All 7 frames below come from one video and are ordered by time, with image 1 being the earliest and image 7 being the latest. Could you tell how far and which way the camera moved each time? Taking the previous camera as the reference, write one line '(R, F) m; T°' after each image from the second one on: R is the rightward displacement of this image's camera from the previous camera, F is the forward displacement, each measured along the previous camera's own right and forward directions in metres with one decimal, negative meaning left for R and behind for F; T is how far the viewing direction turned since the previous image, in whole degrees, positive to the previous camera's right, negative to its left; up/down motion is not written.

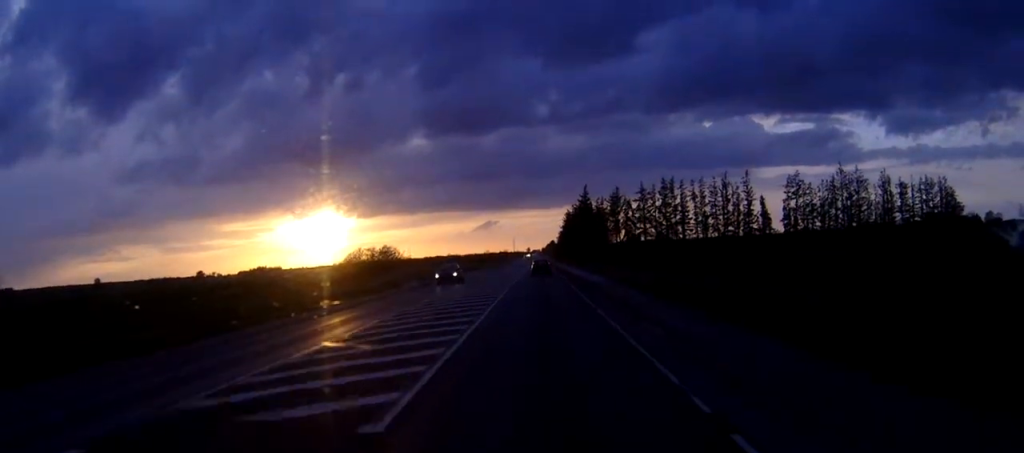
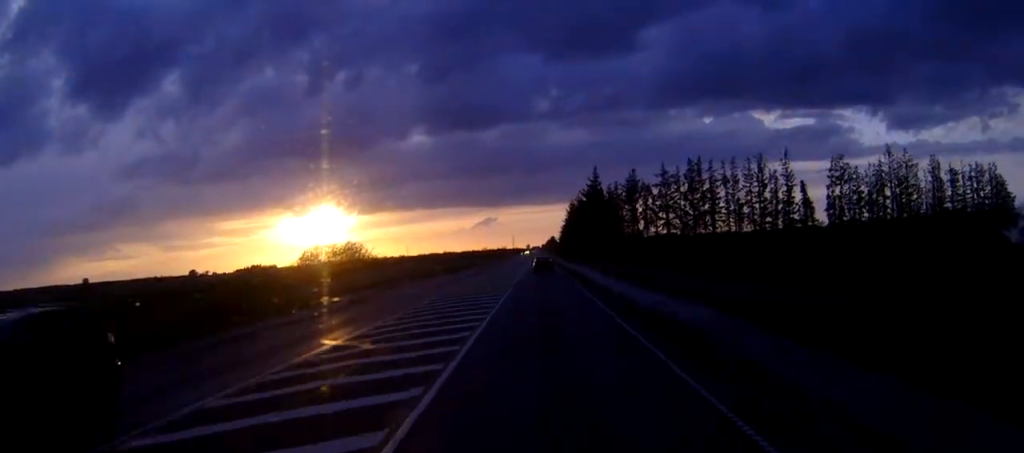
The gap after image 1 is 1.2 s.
(0.0, +25.5) m; 0°
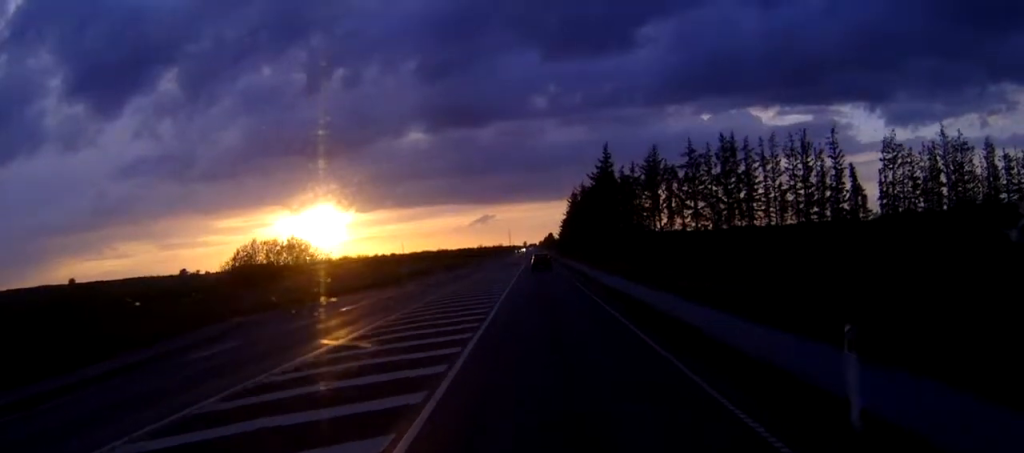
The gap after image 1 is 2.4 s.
(0.0, +23.5) m; 0°
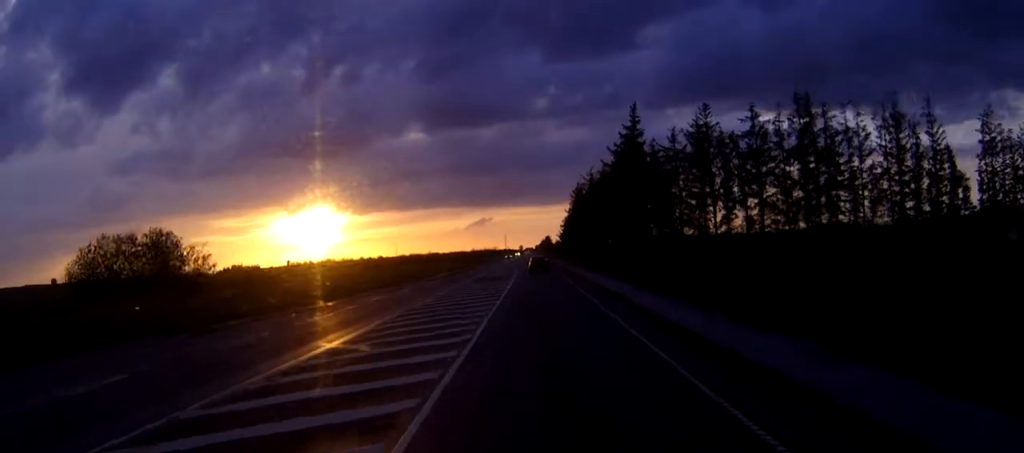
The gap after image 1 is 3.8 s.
(0.0, +30.6) m; 0°
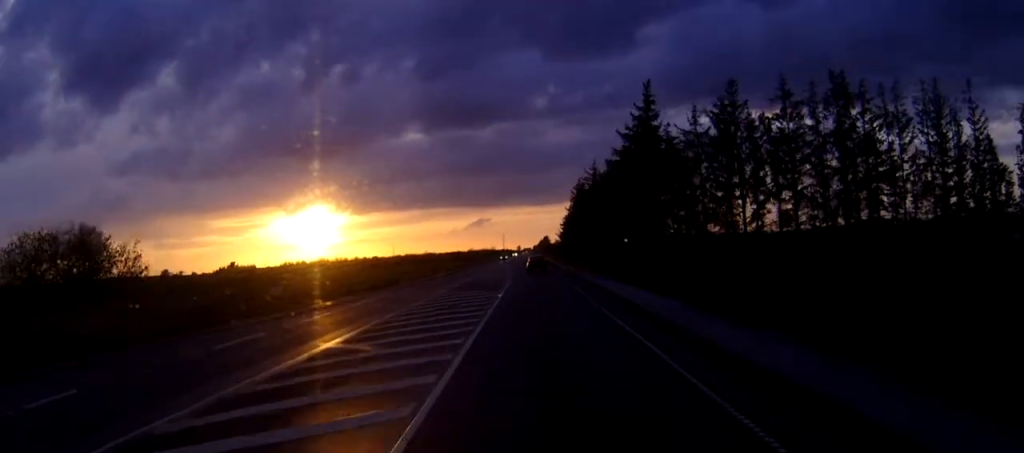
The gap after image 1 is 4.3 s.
(0.0, +9.8) m; 0°
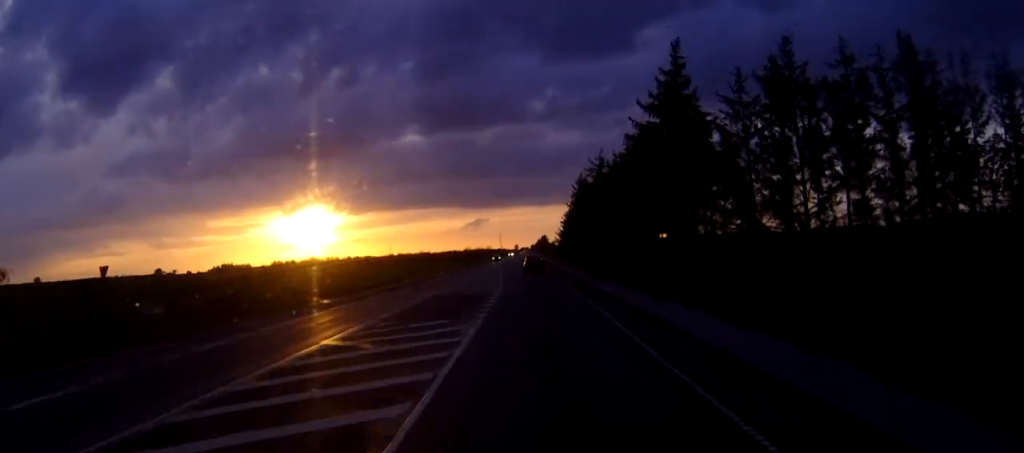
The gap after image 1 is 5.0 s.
(0.0, +13.9) m; 0°
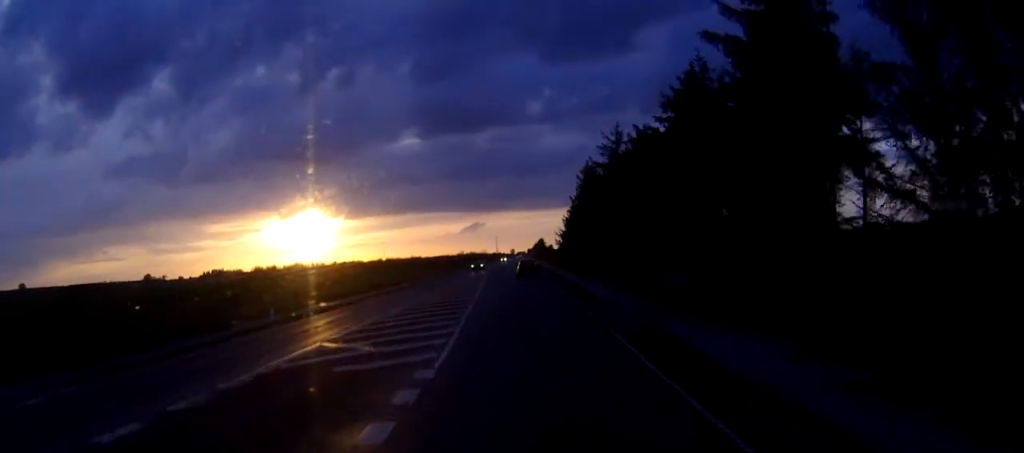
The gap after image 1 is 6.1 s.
(0.0, +23.6) m; 0°
